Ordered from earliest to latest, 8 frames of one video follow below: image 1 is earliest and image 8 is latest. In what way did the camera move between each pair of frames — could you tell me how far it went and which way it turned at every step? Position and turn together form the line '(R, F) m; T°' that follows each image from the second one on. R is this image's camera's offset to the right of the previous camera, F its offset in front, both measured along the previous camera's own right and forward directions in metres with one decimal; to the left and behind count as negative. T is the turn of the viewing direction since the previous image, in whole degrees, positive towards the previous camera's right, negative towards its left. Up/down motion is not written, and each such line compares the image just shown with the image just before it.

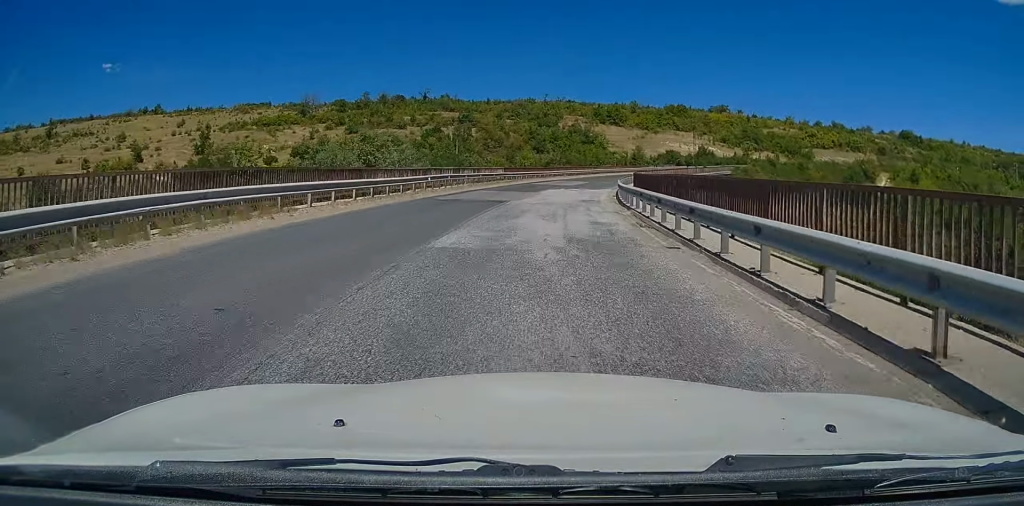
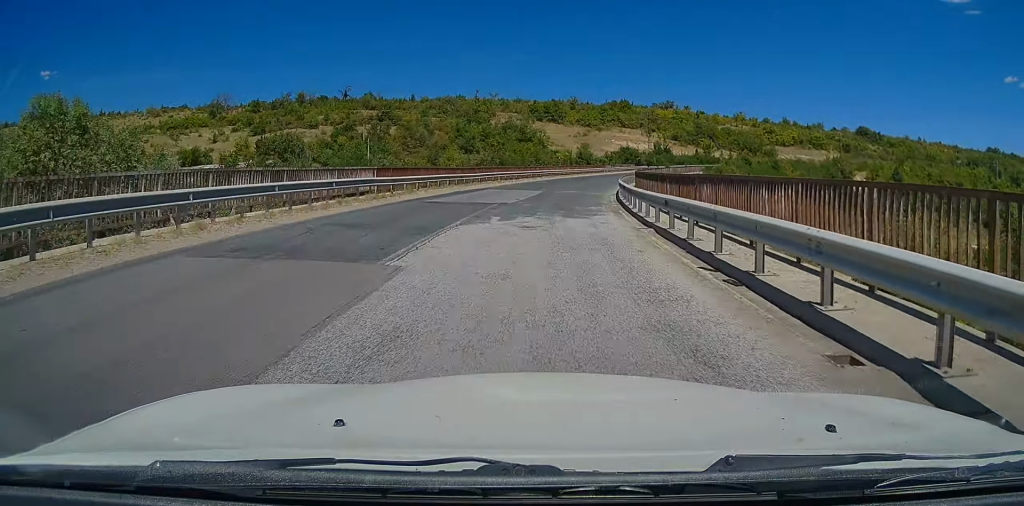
(+2.0, +27.3) m; +8°
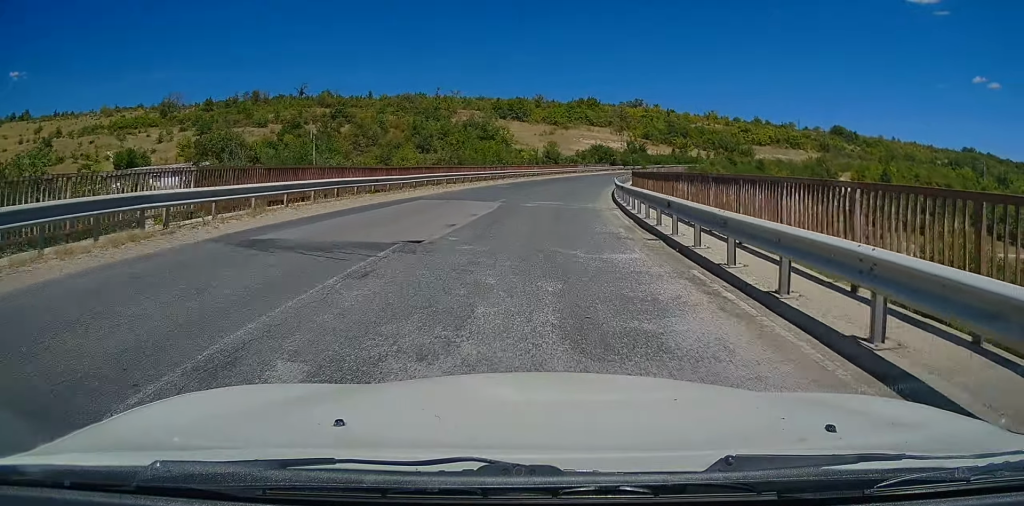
(+0.5, +12.8) m; +4°
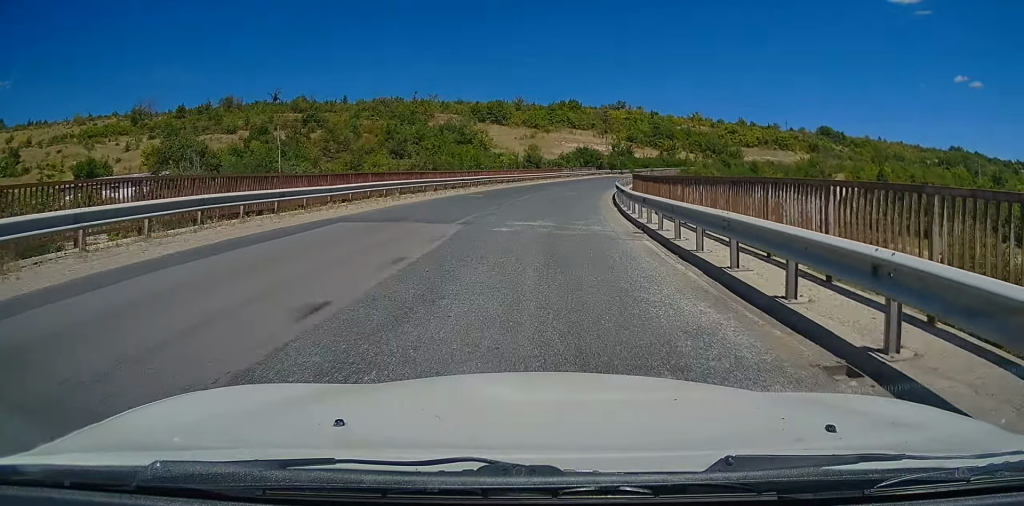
(+0.2, +8.0) m; +2°
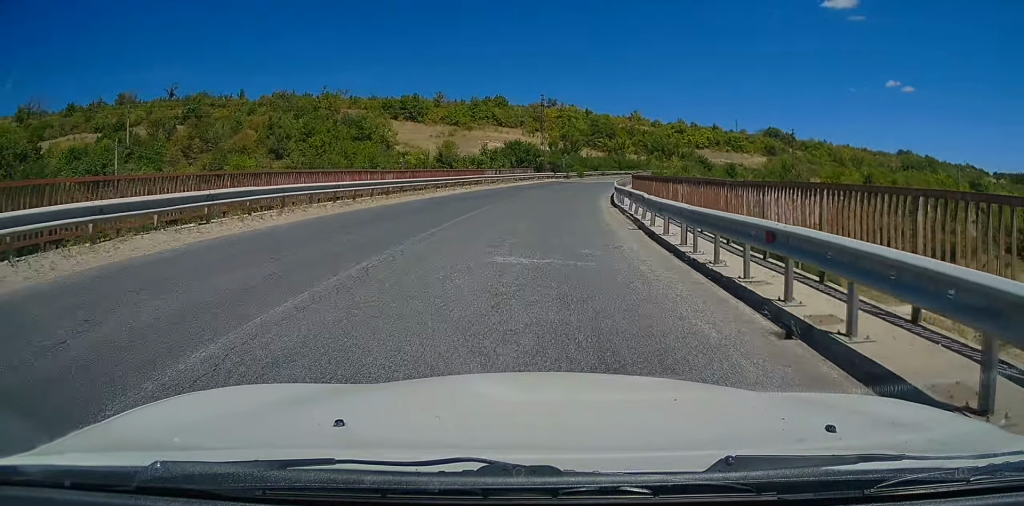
(+1.7, +29.3) m; +6°
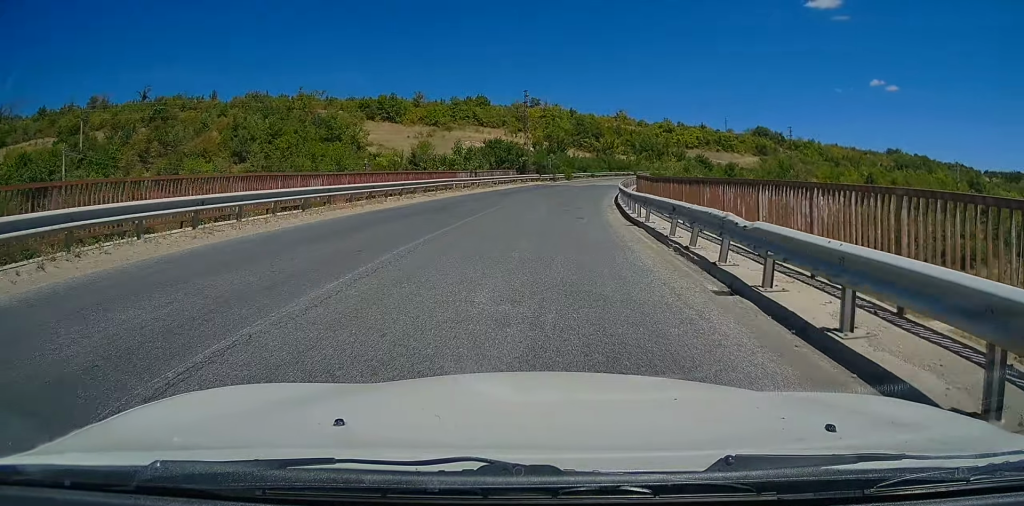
(+0.1, +8.0) m; +1°
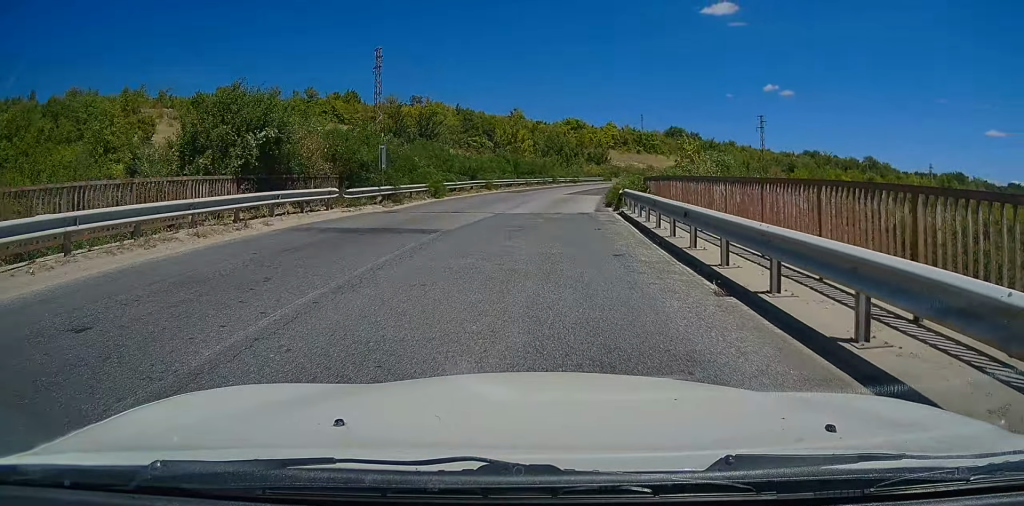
(+2.7, +40.5) m; +8°
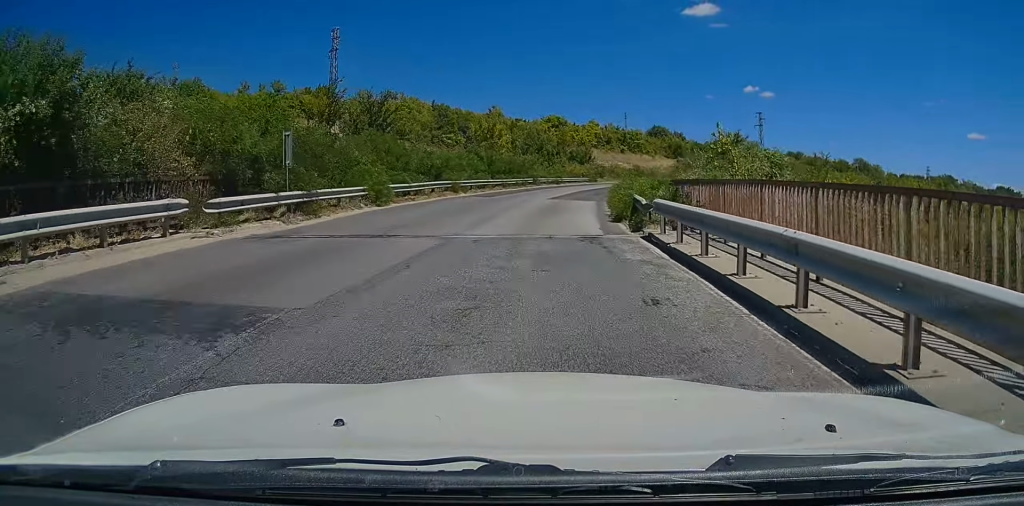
(+0.2, +8.4) m; +2°
